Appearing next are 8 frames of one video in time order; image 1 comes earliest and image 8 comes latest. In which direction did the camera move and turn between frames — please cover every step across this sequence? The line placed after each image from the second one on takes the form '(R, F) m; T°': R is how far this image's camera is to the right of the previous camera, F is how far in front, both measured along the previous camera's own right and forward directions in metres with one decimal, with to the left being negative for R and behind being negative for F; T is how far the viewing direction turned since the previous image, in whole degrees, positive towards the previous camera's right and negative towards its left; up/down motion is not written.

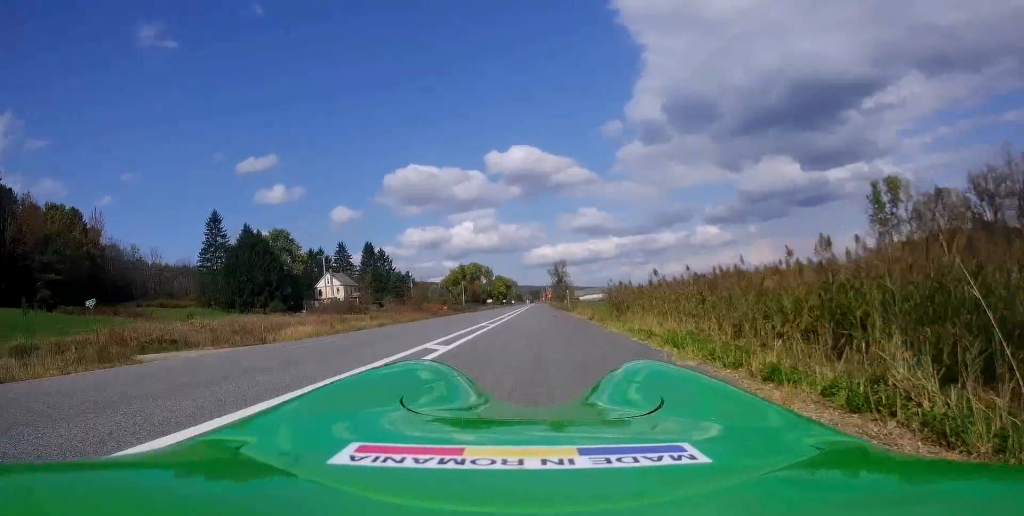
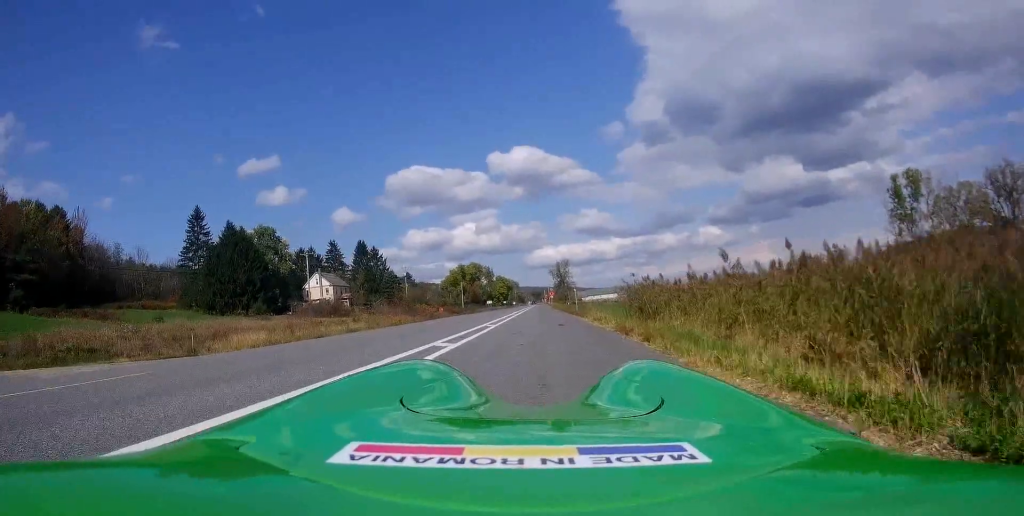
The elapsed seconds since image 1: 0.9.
(0.0, +8.4) m; 0°
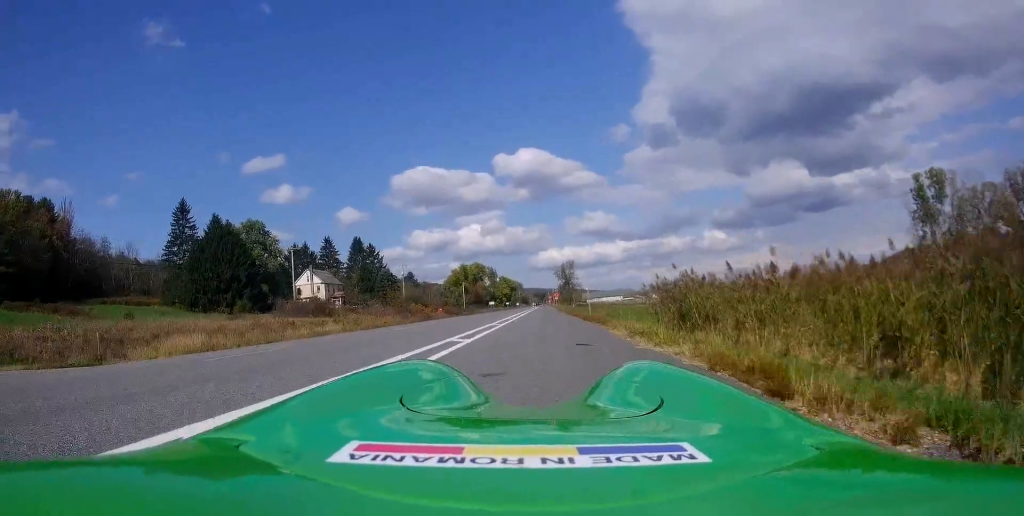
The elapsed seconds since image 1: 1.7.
(0.0, +7.6) m; 0°
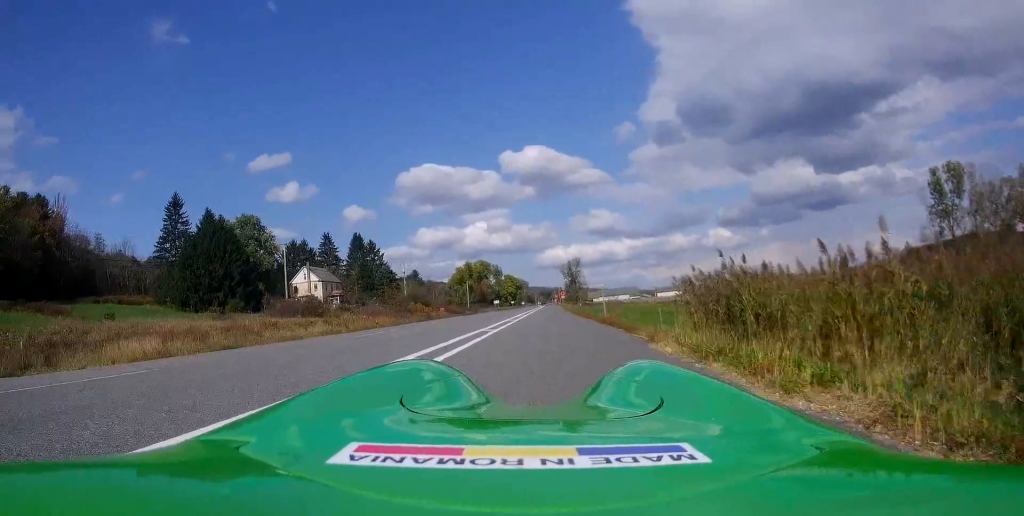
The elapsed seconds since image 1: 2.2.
(0.0, +4.7) m; 0°
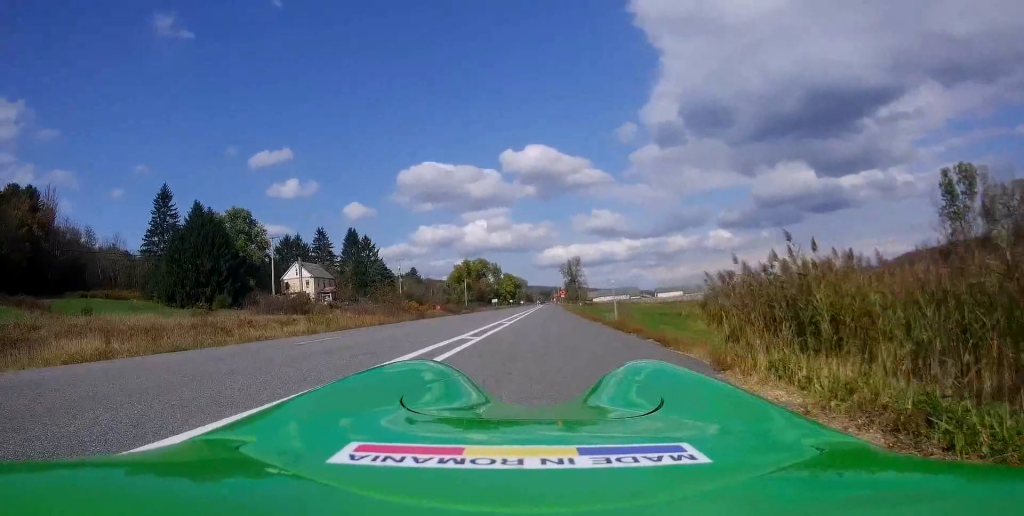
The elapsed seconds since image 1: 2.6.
(0.0, +4.3) m; 0°
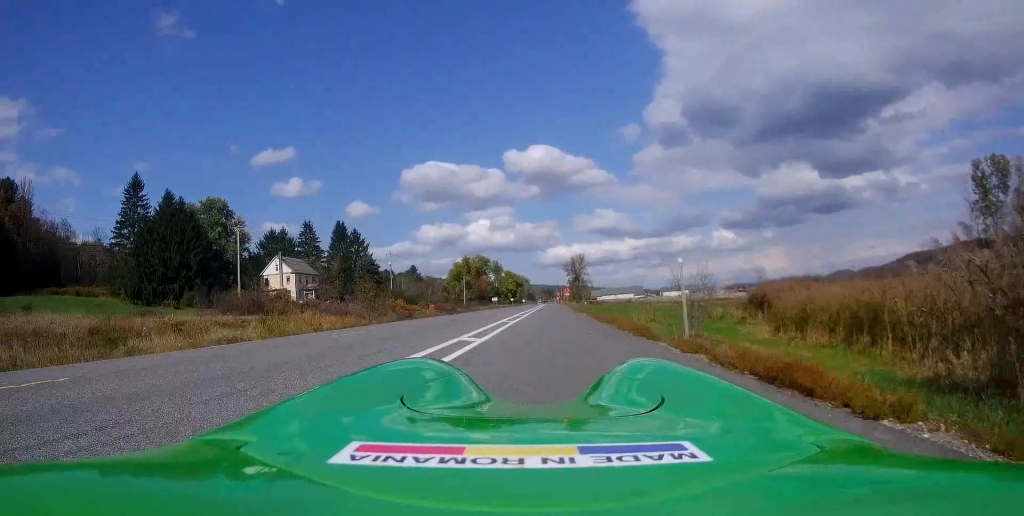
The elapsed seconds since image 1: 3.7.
(0.0, +10.2) m; -2°
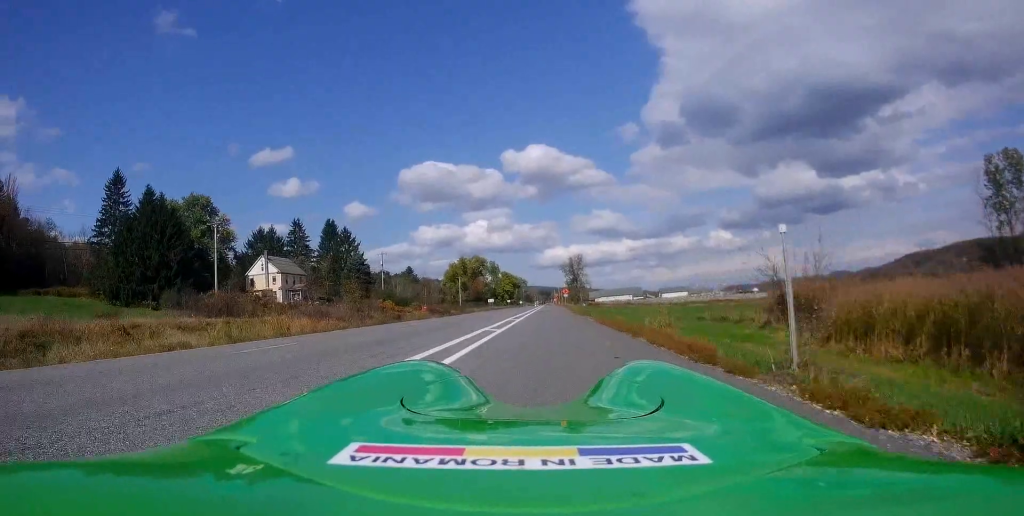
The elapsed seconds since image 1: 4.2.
(-0.2, +5.0) m; 0°
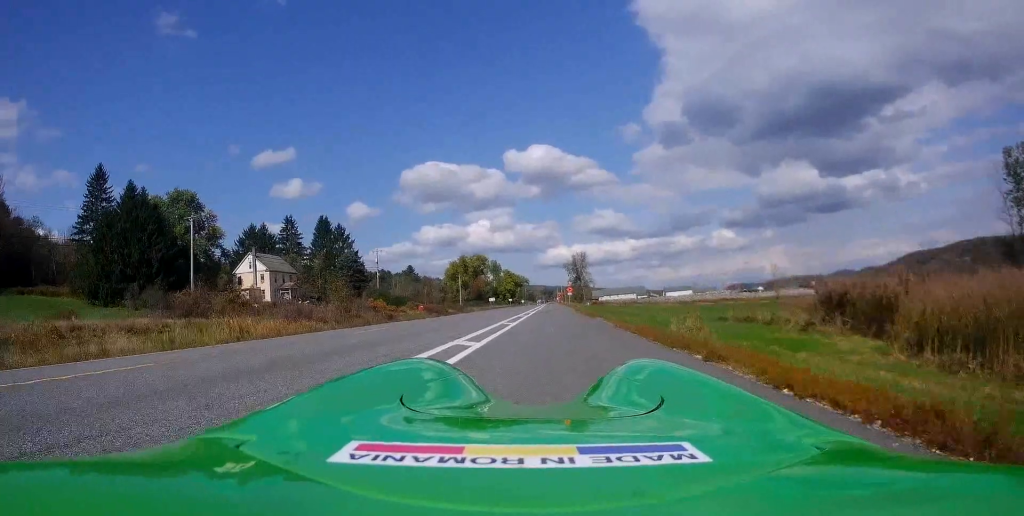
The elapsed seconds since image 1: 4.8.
(-0.1, +5.3) m; 0°
